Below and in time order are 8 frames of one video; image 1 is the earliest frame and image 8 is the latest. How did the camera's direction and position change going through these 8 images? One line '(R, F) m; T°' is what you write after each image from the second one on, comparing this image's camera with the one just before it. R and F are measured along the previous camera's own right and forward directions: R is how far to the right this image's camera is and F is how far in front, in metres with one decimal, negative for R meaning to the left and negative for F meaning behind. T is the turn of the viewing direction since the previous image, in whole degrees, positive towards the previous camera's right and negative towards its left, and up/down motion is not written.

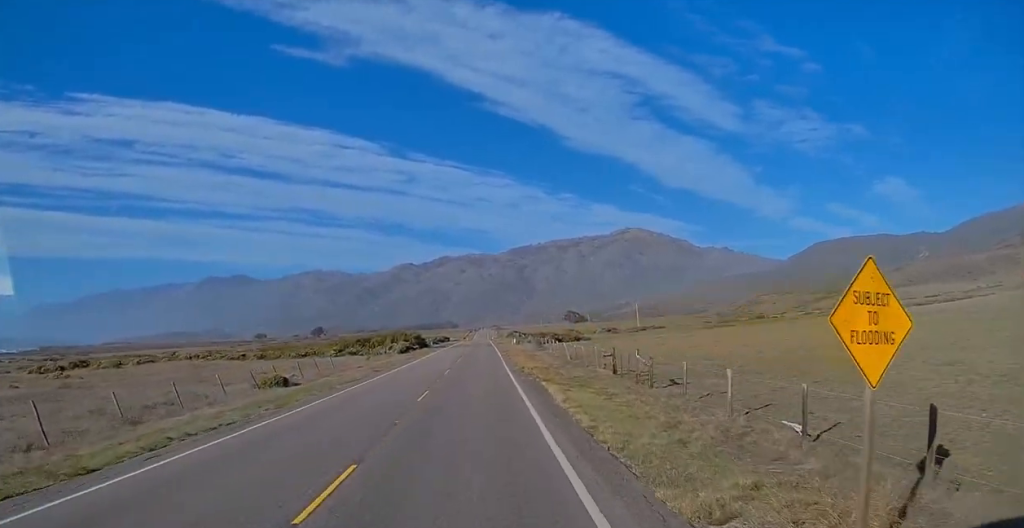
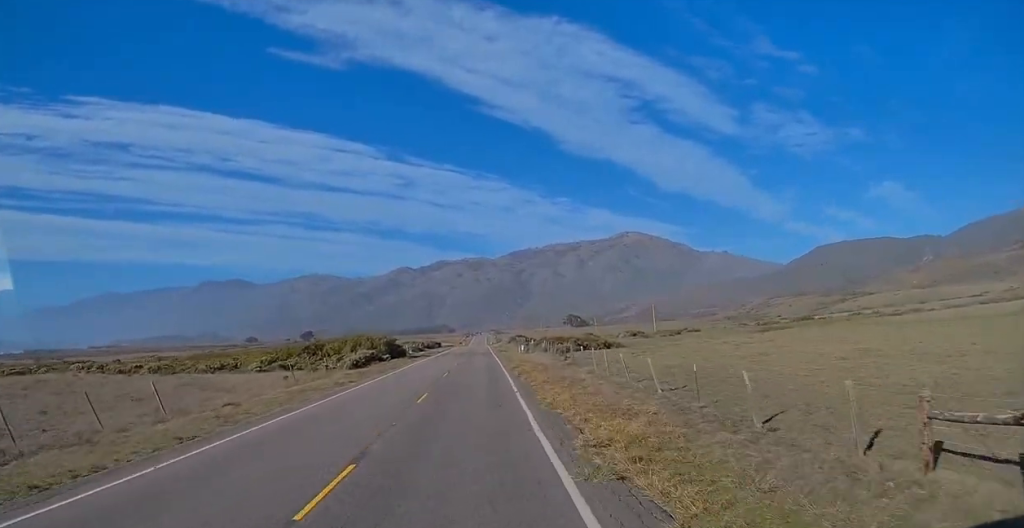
(-0.1, +29.9) m; -1°
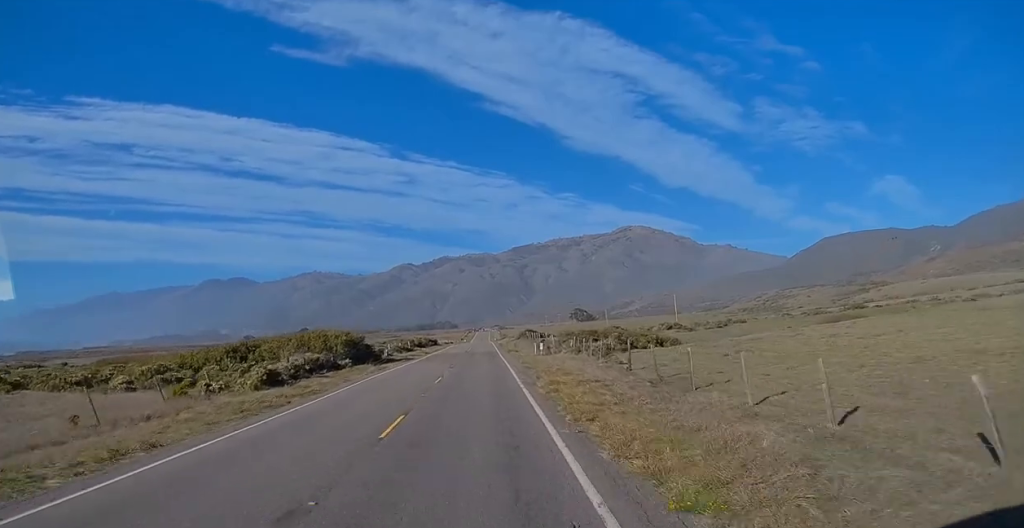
(-0.3, +23.4) m; 0°
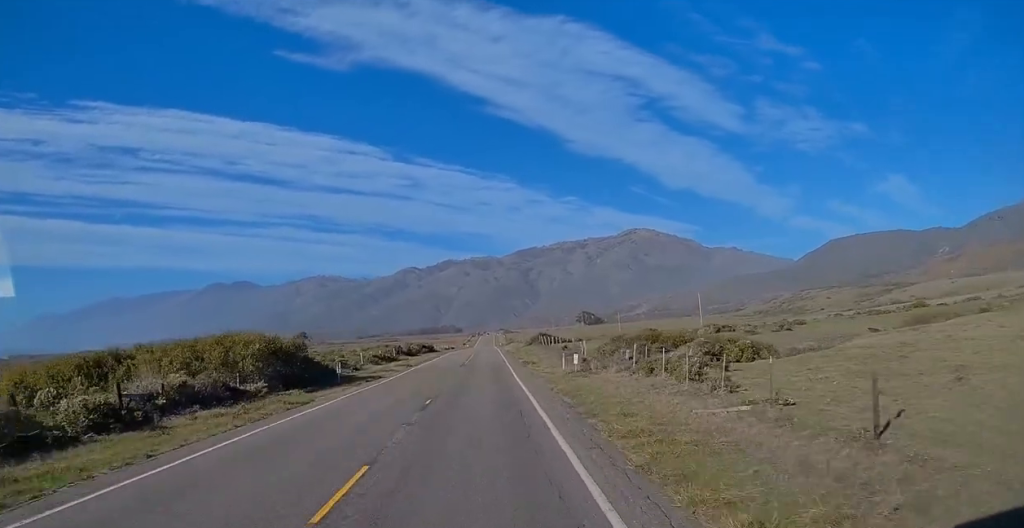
(+0.3, +20.2) m; 0°
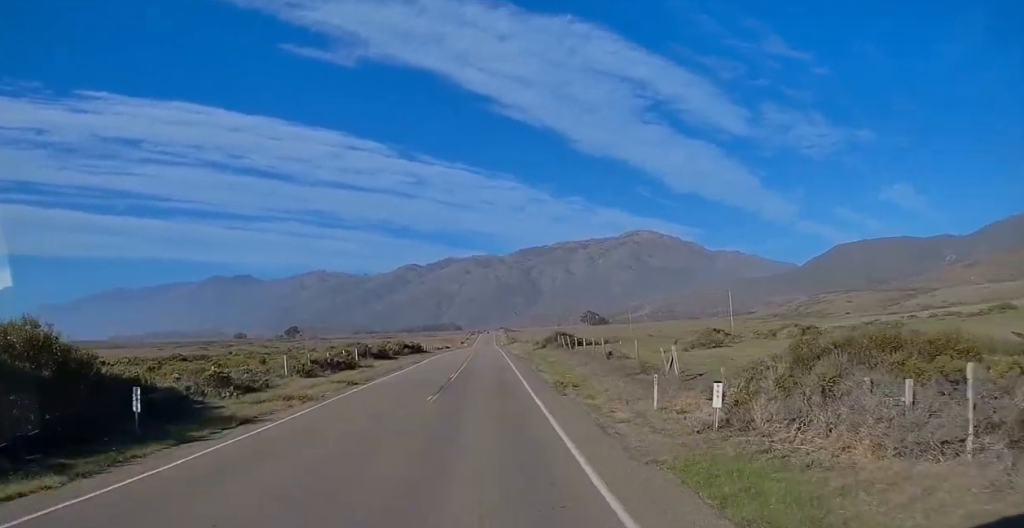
(-0.1, +23.6) m; 0°
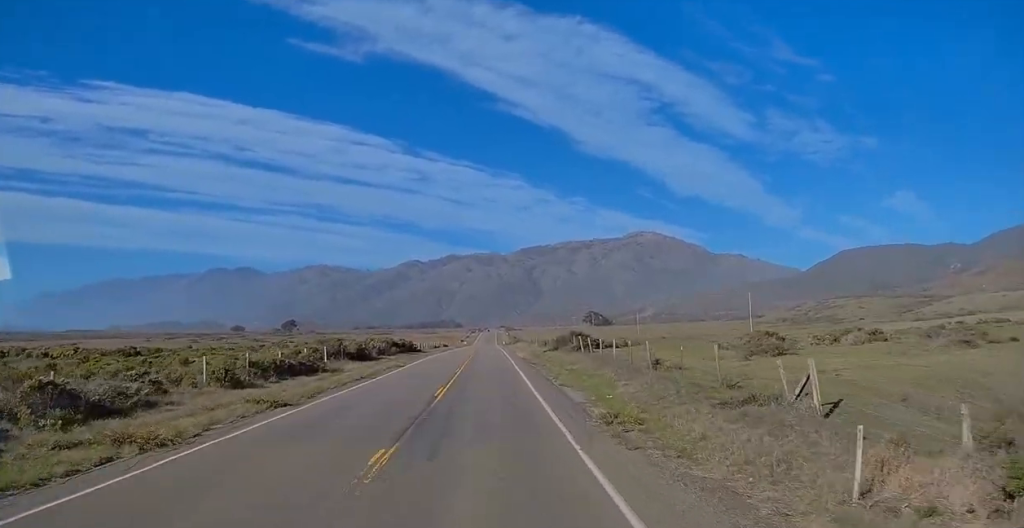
(-0.2, +11.9) m; 0°
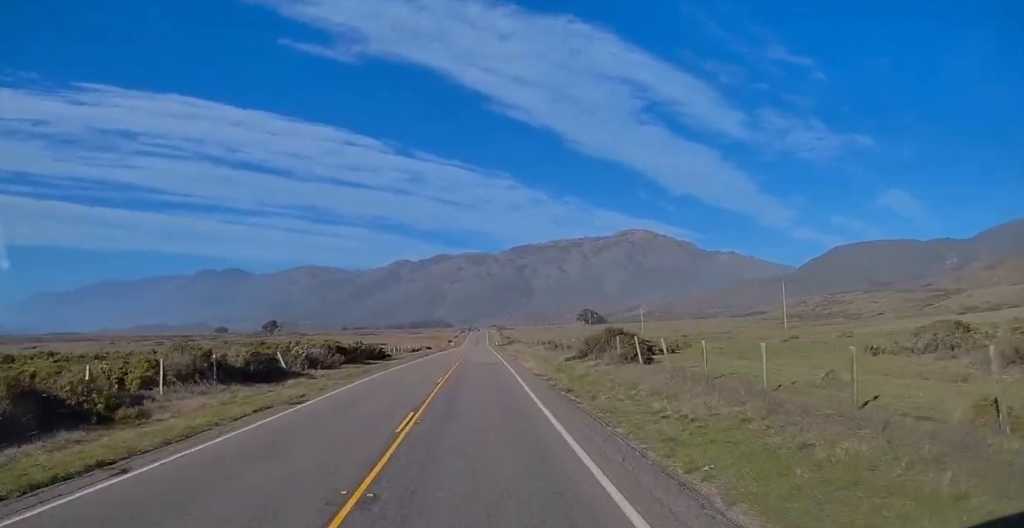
(+0.3, +24.2) m; +1°
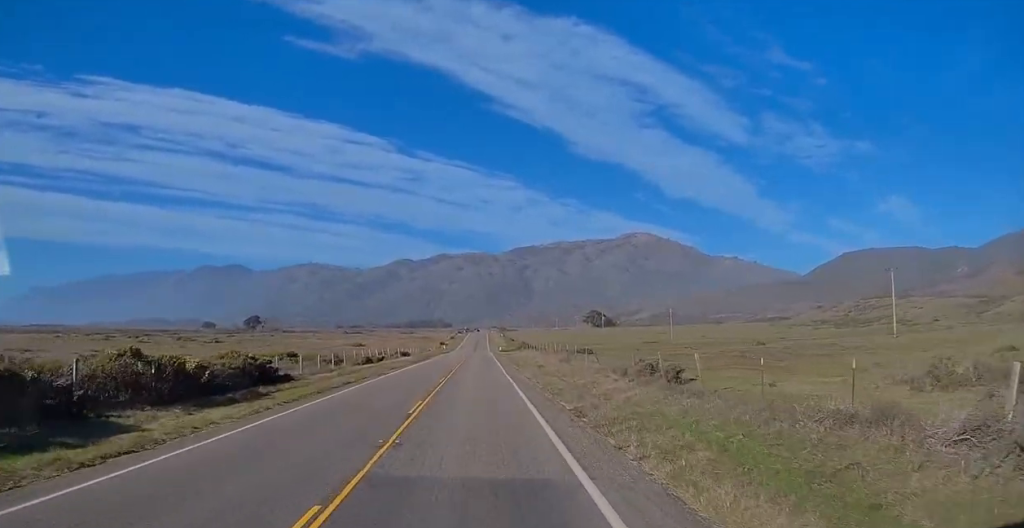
(0.0, +39.0) m; -1°
